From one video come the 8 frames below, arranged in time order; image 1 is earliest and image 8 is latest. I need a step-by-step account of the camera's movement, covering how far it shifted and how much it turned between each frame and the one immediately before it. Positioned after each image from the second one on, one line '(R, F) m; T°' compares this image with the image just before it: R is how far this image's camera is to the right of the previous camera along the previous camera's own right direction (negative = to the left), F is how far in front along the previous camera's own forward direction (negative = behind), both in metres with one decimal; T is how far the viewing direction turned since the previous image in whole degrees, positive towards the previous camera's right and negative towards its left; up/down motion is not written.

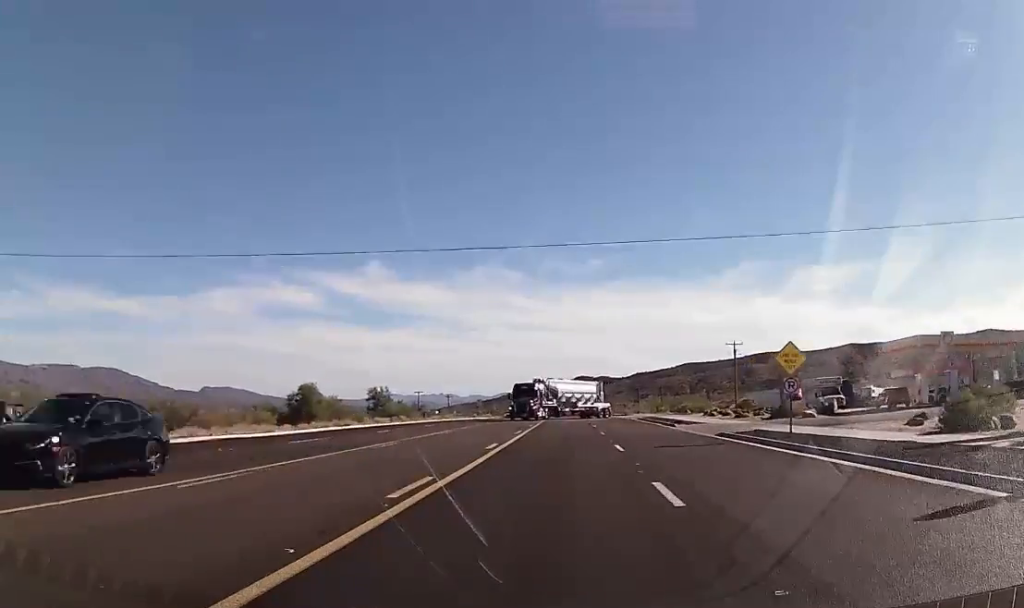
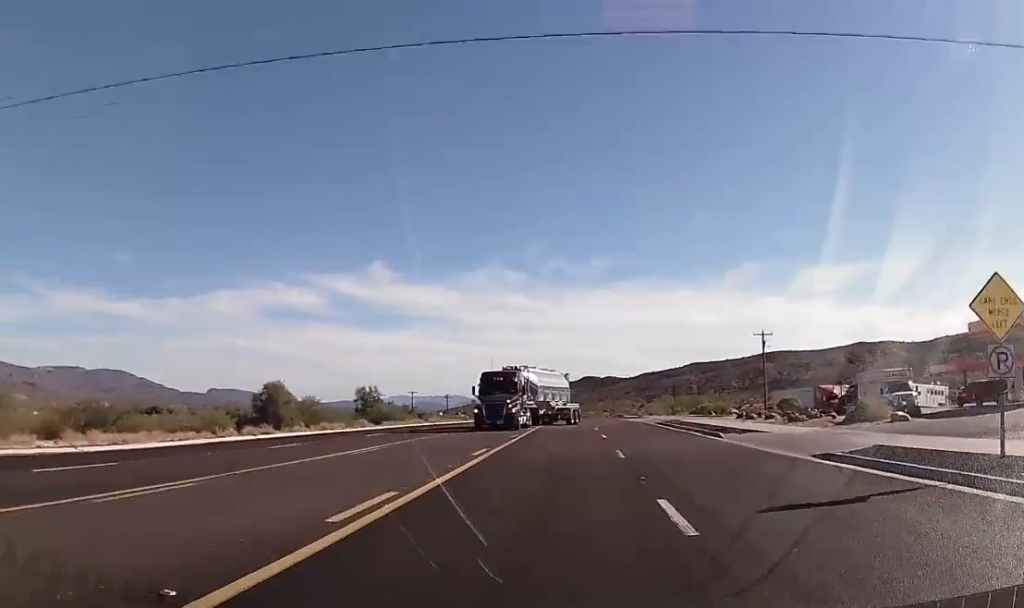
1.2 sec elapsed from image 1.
(+0.2, +18.7) m; +1°
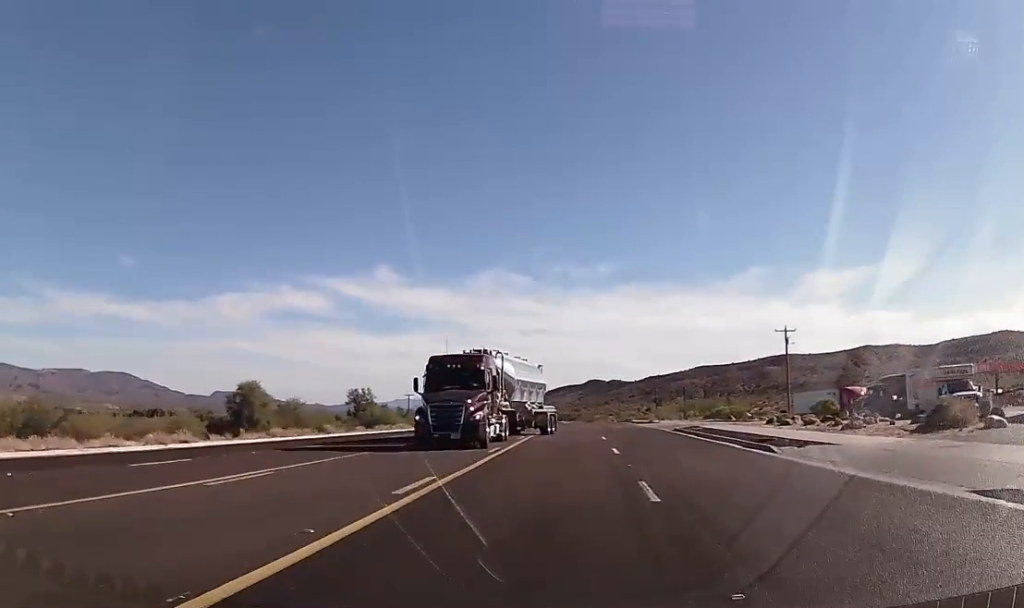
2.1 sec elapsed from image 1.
(0.0, +10.9) m; -1°
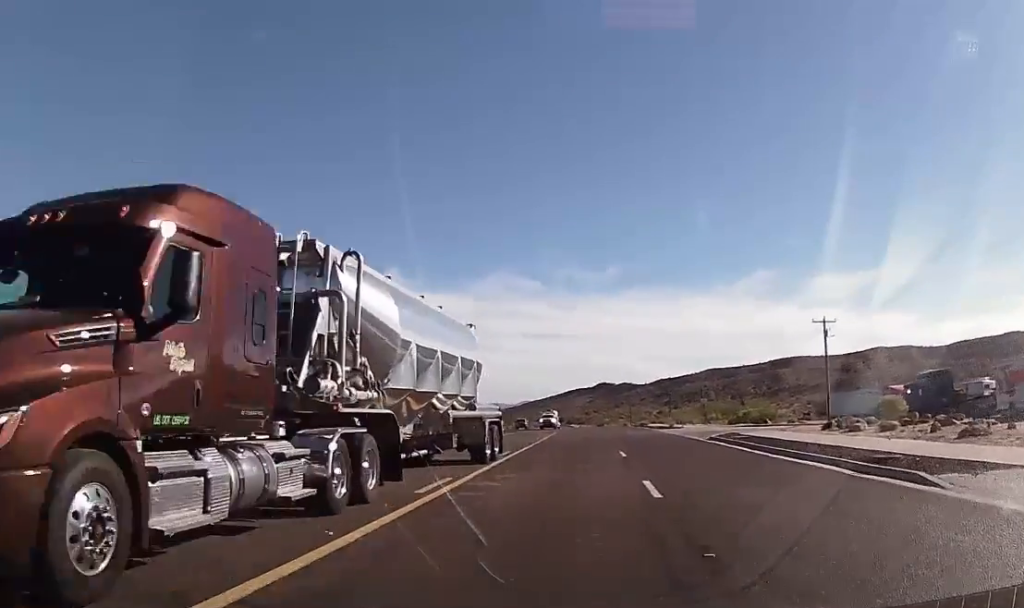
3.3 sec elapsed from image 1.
(-0.2, +11.8) m; -2°
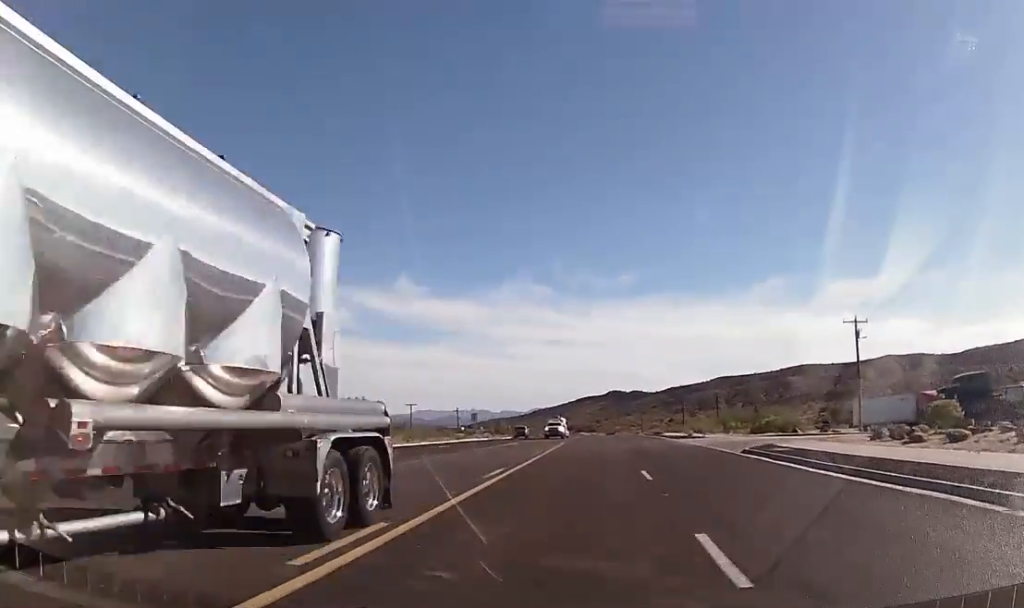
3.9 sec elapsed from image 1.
(0.0, +5.7) m; -1°
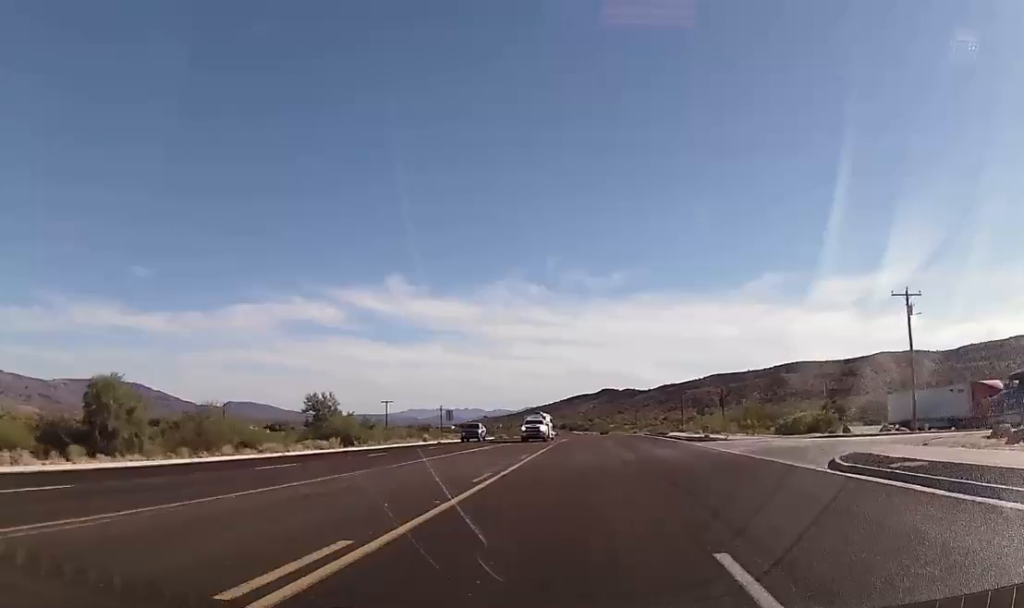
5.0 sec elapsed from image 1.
(-0.1, +11.4) m; 0°
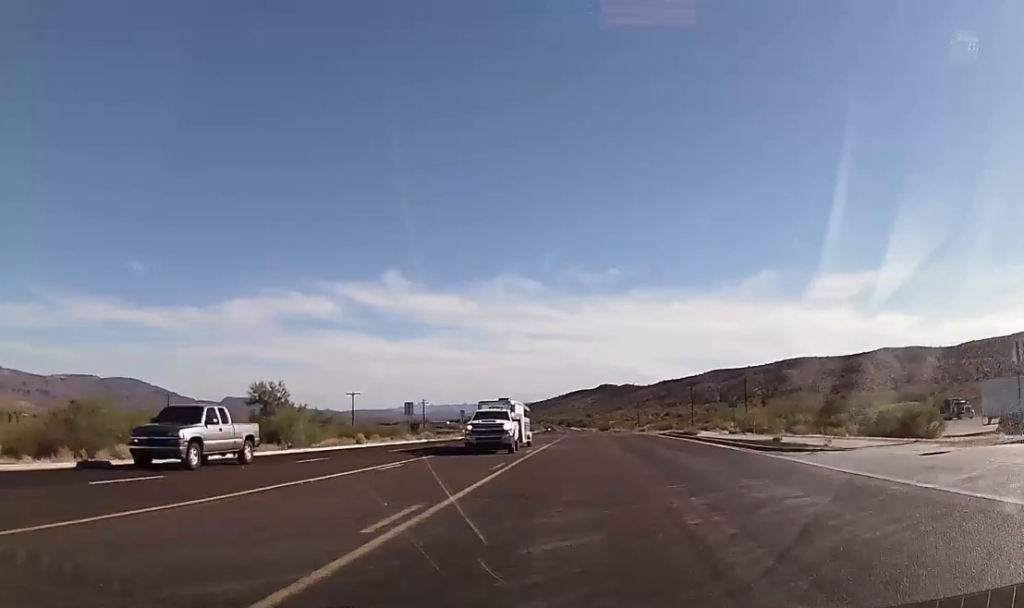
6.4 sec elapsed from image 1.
(+0.4, +16.8) m; +1°
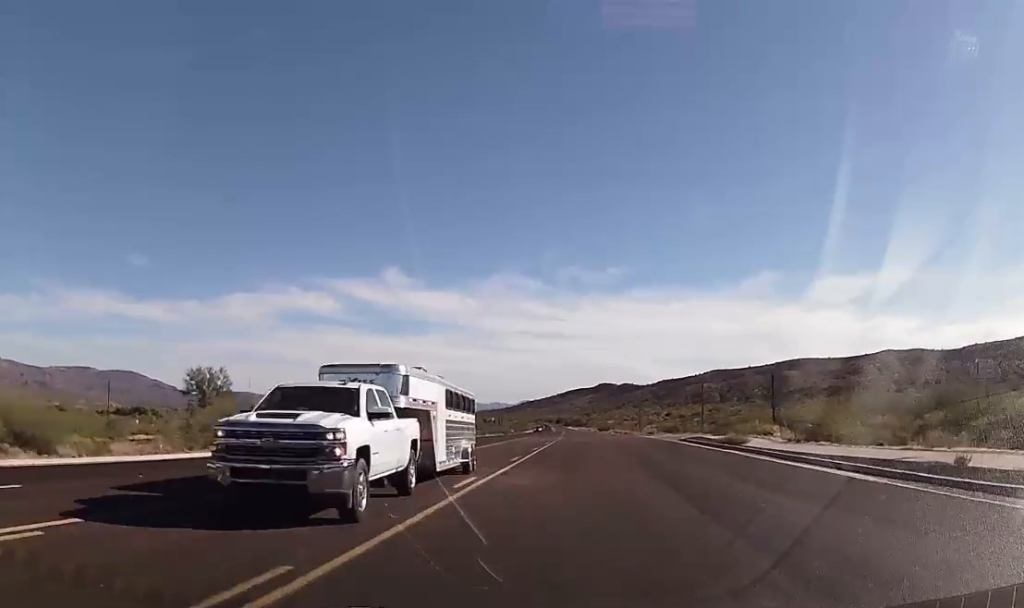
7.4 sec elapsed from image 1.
(-0.2, +15.3) m; +1°
